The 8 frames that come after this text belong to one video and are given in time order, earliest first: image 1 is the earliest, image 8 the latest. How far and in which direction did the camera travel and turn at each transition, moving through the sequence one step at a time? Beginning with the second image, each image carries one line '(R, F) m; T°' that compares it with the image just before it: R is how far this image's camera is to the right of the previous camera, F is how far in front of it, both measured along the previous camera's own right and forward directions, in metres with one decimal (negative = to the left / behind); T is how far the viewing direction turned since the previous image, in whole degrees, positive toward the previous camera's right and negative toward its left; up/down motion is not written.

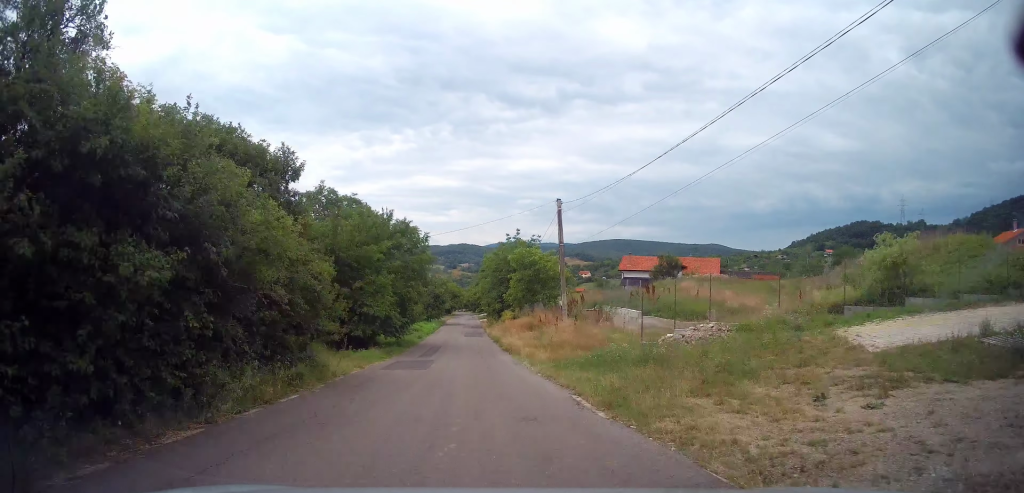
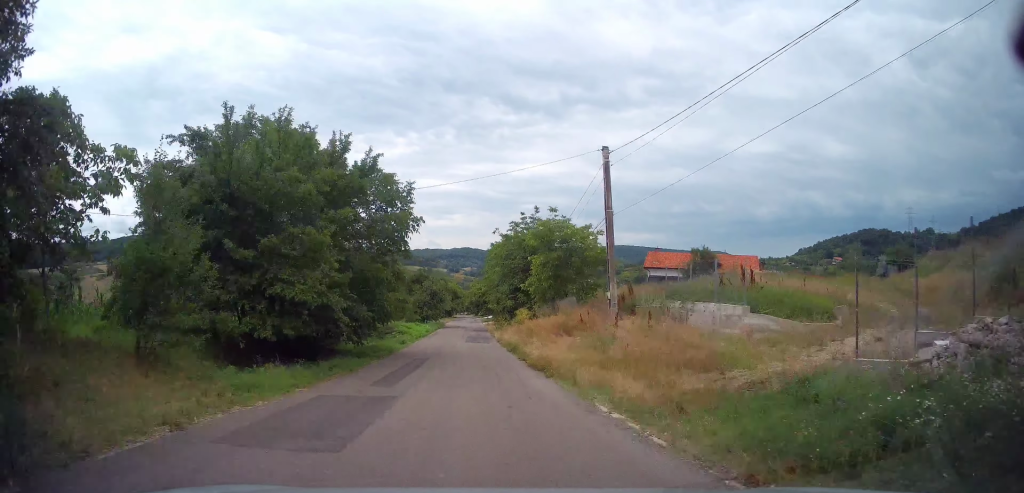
(+0.2, +13.5) m; 0°
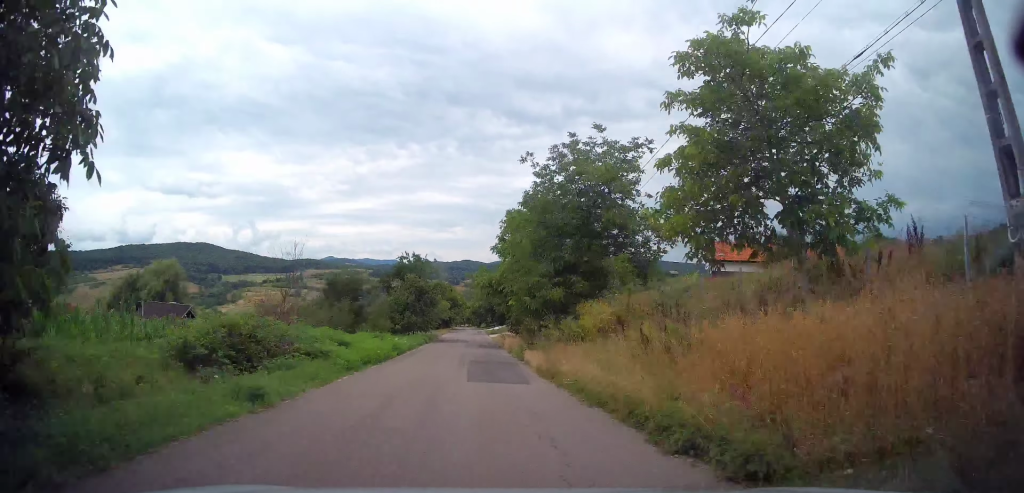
(+0.1, +24.3) m; +1°
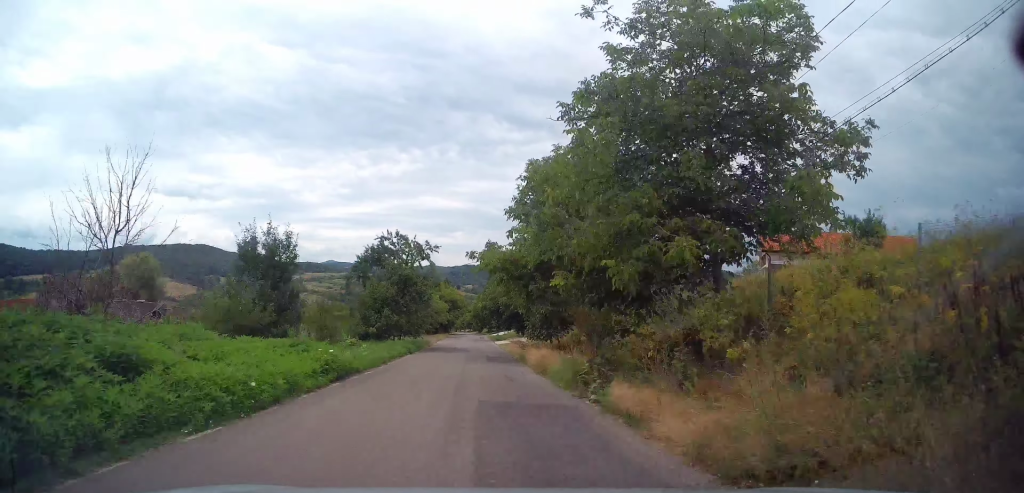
(+0.1, +13.8) m; 0°
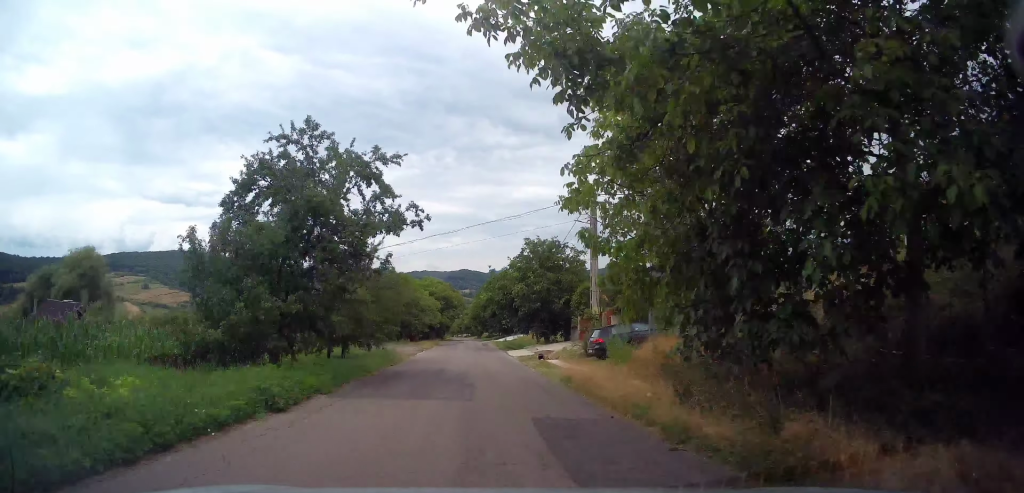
(-0.1, +21.8) m; -1°
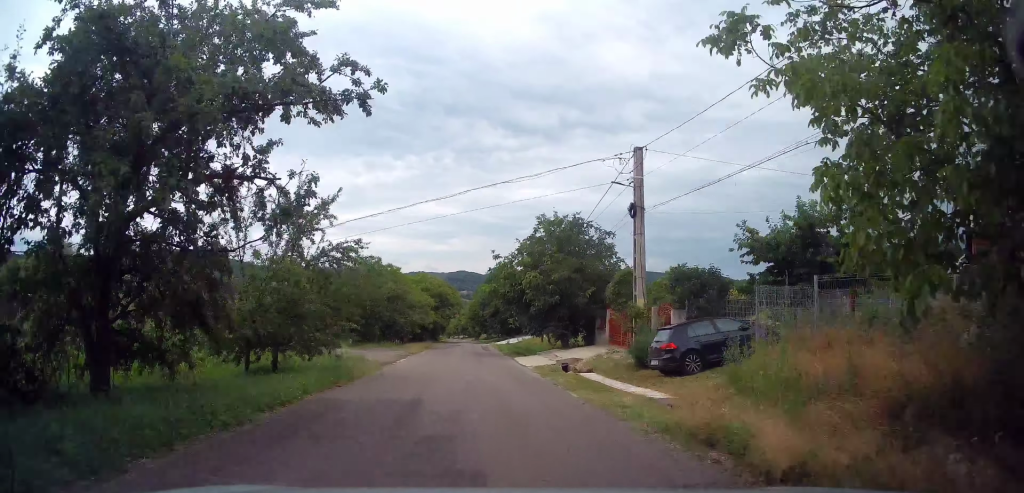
(-0.2, +8.9) m; 0°
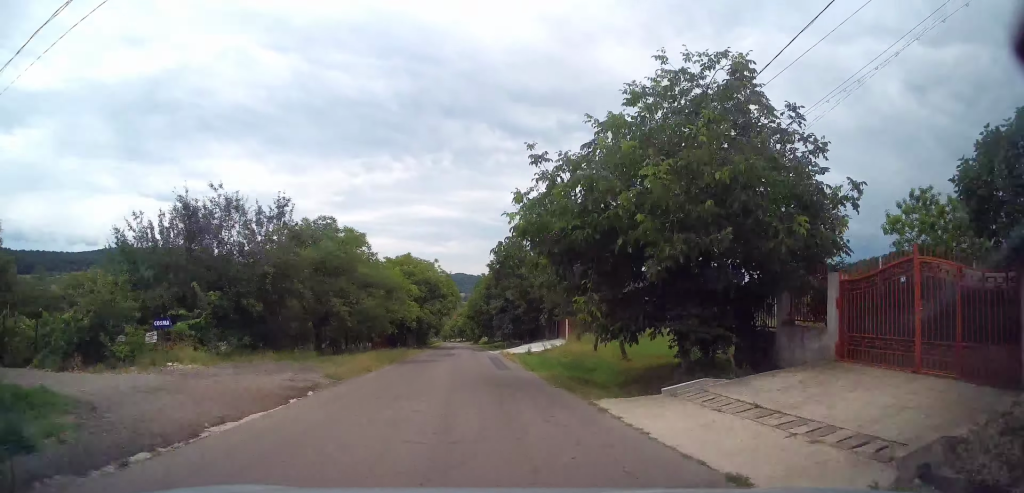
(+0.3, +19.1) m; 0°
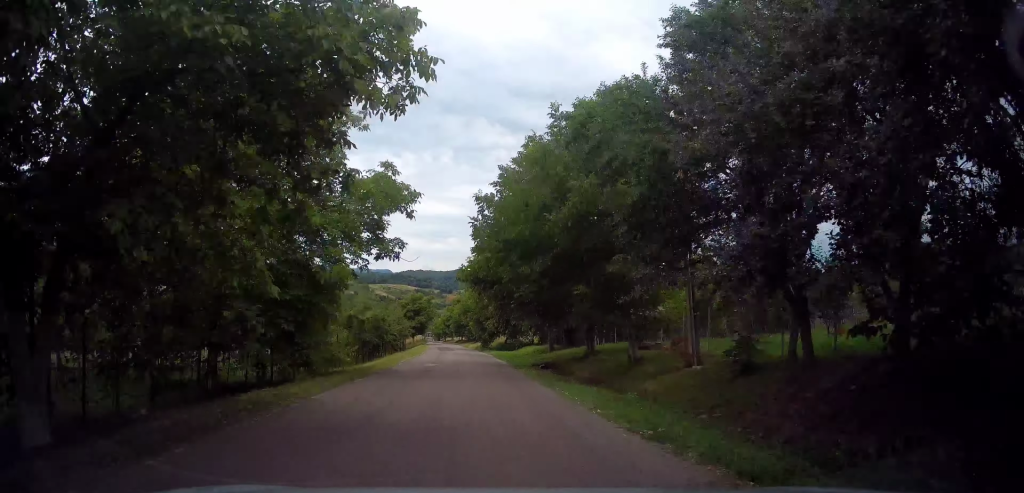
(+1.1, +46.5) m; +1°
